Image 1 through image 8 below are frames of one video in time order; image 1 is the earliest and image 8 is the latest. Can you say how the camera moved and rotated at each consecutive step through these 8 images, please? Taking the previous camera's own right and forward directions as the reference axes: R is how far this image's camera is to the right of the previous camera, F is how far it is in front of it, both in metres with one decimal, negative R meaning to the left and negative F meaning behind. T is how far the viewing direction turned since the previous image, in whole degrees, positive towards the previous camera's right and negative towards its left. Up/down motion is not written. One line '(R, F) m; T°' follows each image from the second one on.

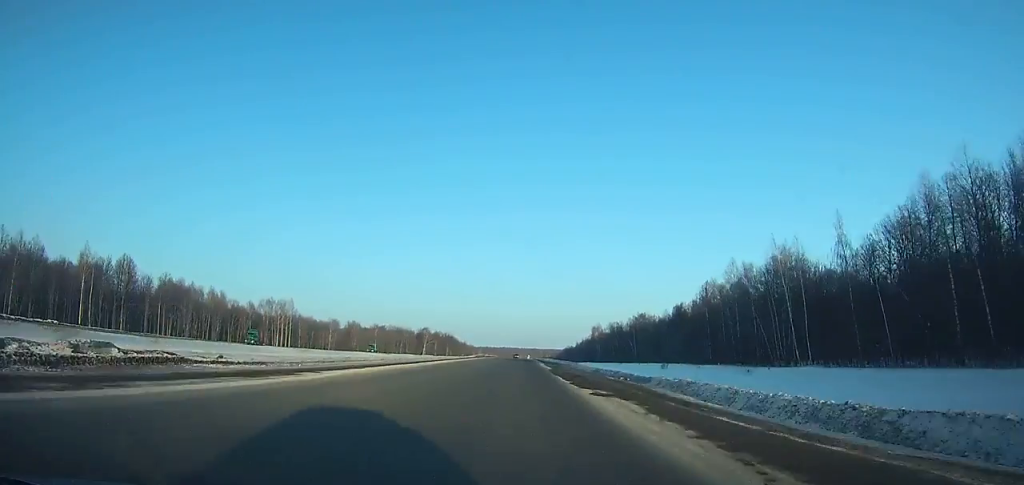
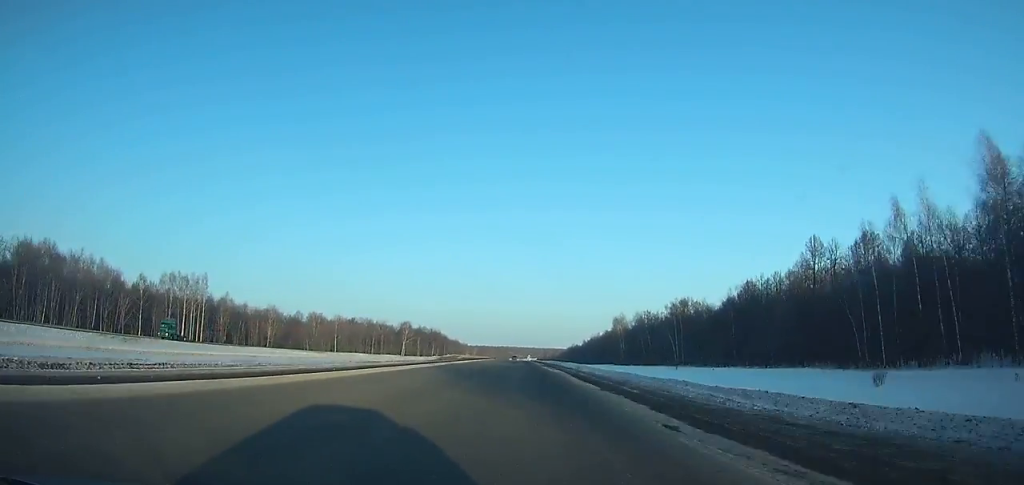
(+0.1, +70.3) m; 0°
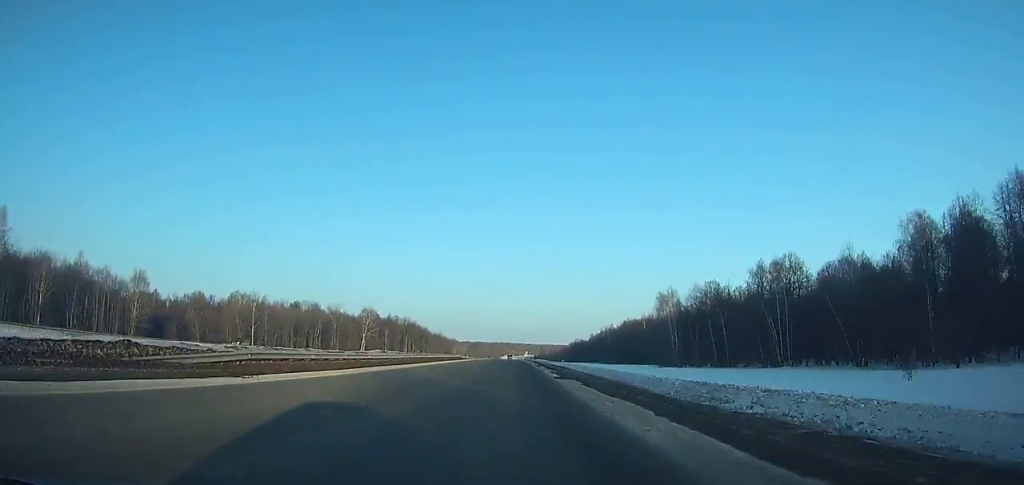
(+0.1, +79.1) m; 0°
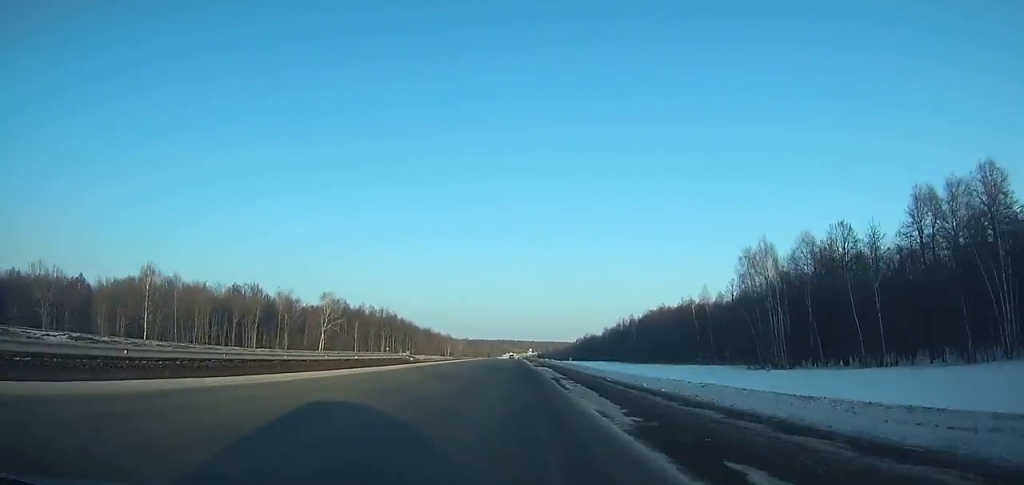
(-0.2, +56.6) m; 0°
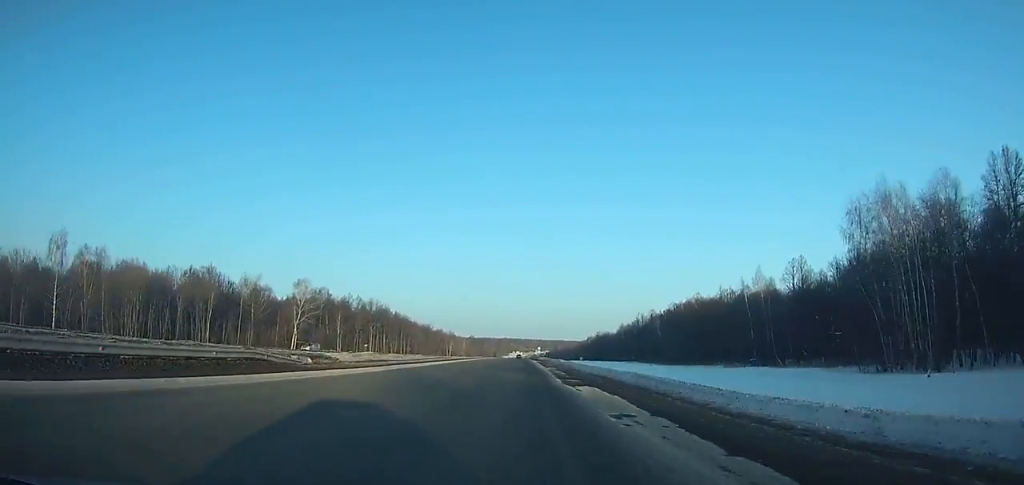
(0.0, +30.9) m; 0°
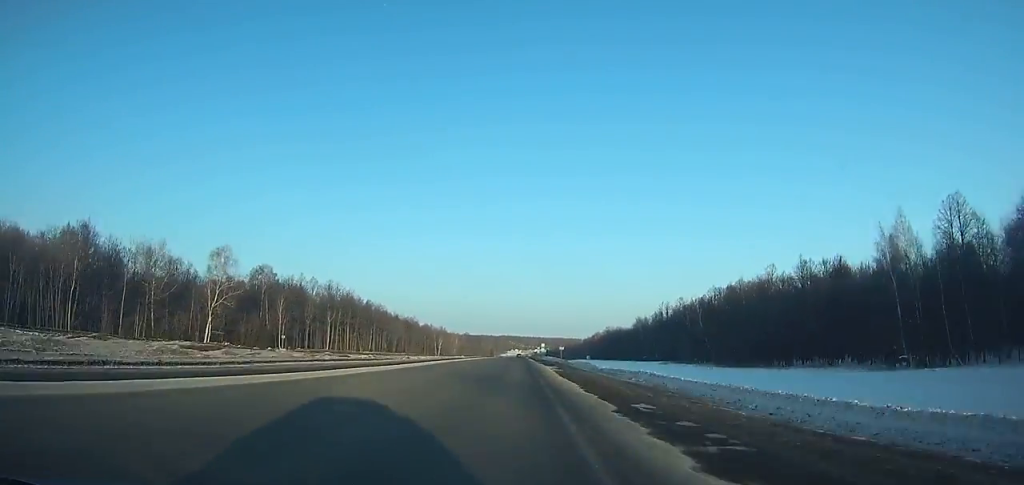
(-0.2, +49.0) m; 0°
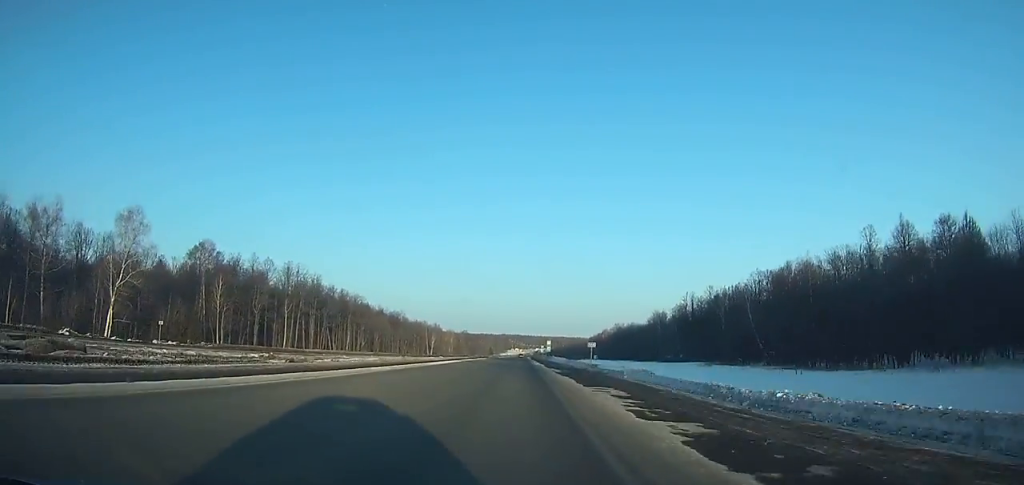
(-0.1, +33.5) m; 0°
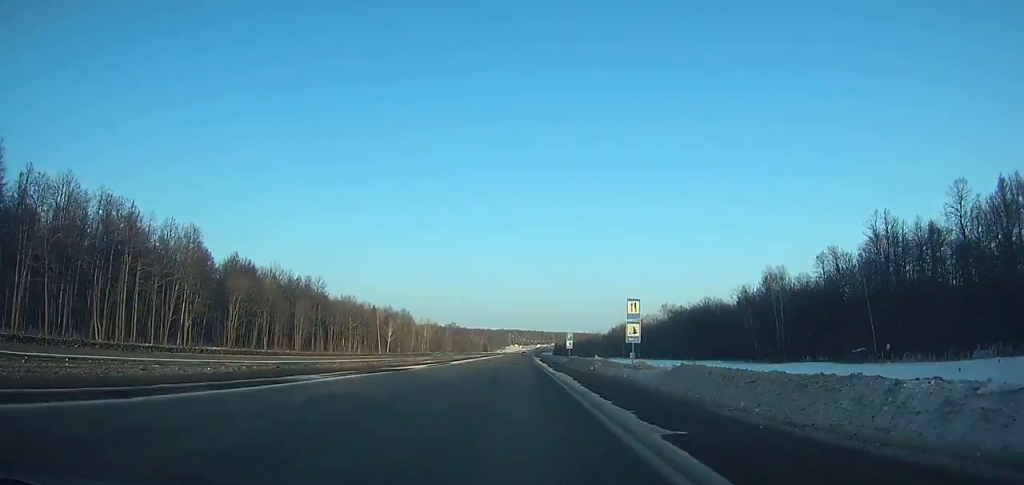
(0.0, +111.8) m; 0°
